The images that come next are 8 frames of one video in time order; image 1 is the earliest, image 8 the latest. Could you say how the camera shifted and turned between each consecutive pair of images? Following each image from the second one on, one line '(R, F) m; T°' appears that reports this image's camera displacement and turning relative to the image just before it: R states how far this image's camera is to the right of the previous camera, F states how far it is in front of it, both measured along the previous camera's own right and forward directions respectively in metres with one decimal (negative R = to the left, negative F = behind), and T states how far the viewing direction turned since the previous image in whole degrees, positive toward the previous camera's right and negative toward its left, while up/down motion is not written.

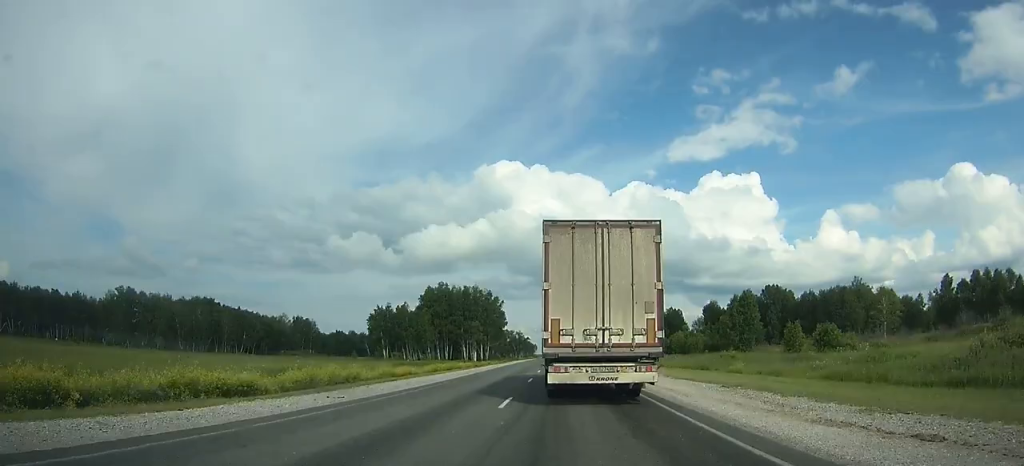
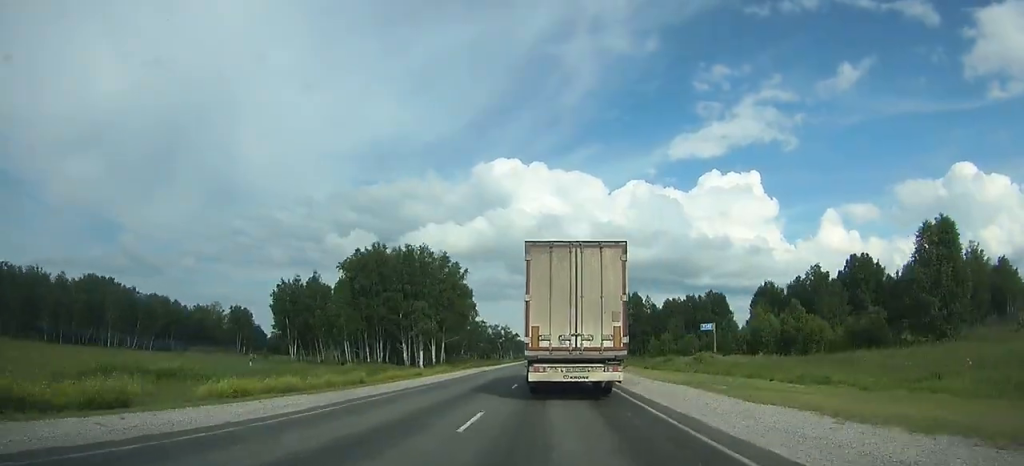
(0.0, +65.4) m; -1°
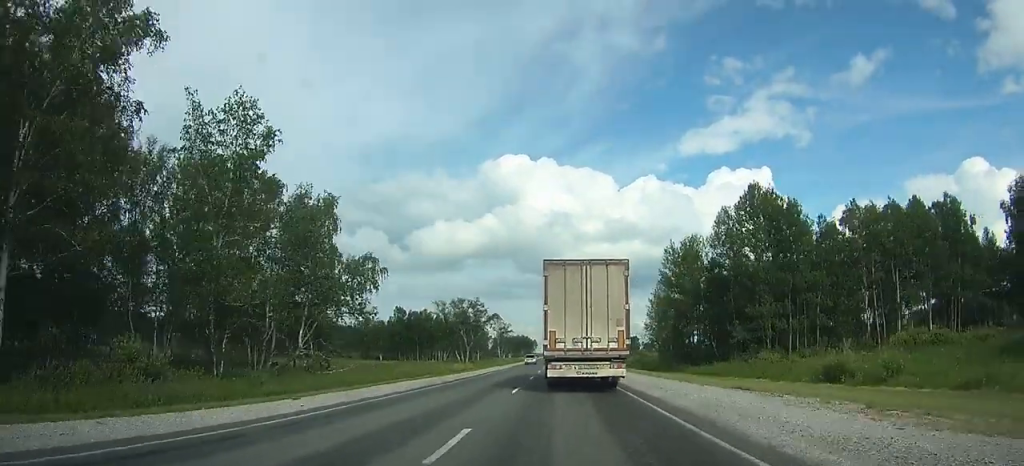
(-1.5, +97.3) m; -1°
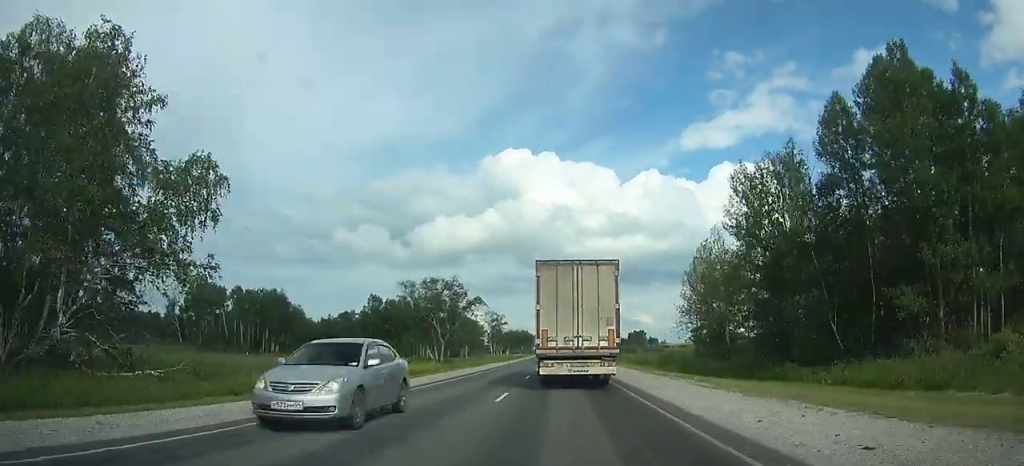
(0.0, +28.0) m; 0°
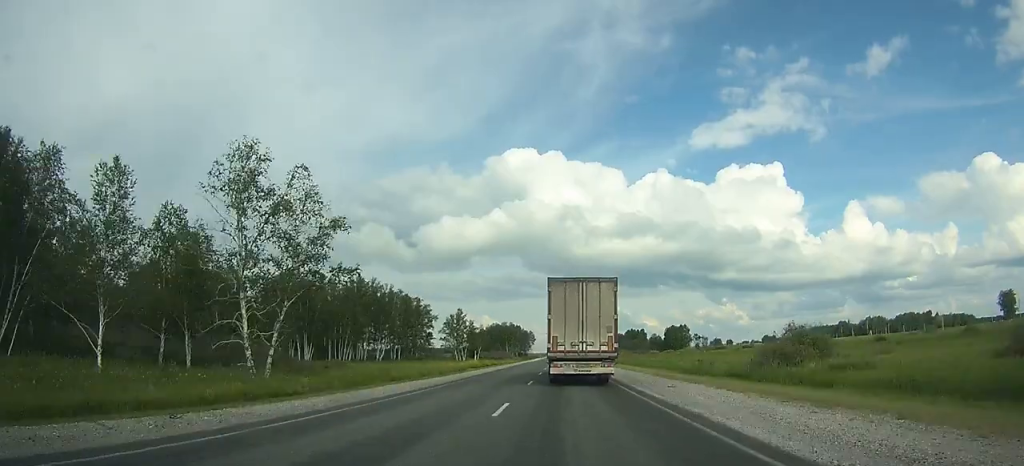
(+0.1, +135.5) m; 0°
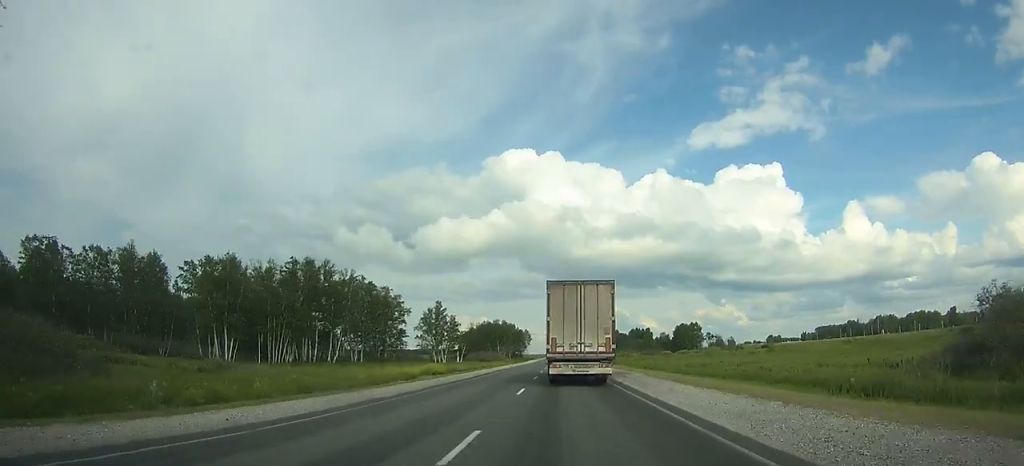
(-0.1, +29.7) m; 0°
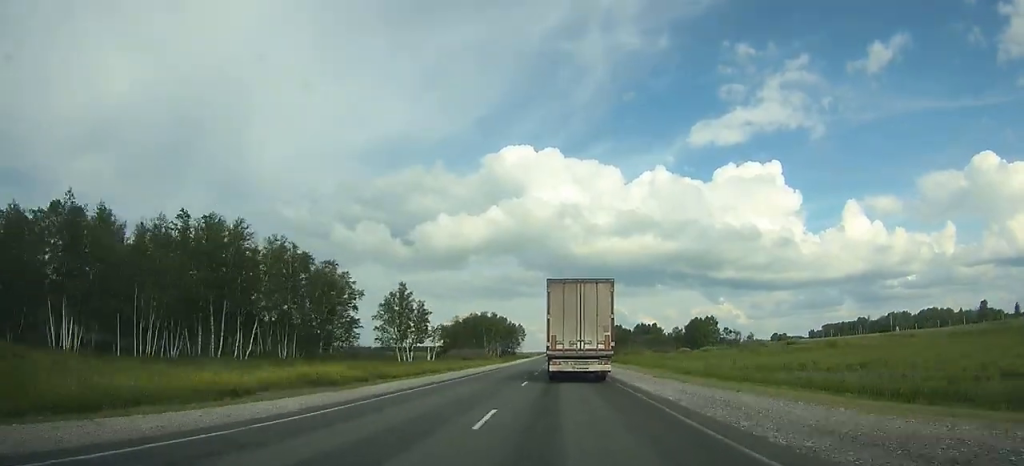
(+0.1, +33.8) m; 0°
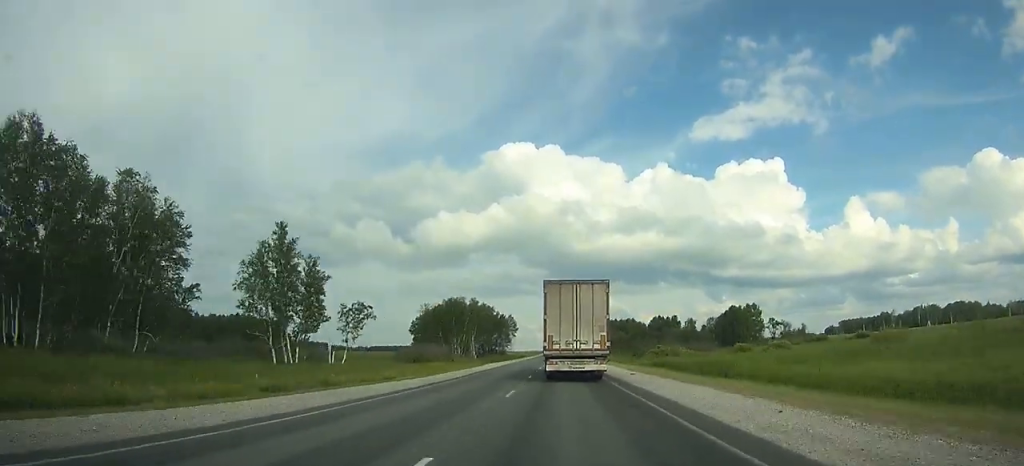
(+0.1, +52.5) m; 0°
